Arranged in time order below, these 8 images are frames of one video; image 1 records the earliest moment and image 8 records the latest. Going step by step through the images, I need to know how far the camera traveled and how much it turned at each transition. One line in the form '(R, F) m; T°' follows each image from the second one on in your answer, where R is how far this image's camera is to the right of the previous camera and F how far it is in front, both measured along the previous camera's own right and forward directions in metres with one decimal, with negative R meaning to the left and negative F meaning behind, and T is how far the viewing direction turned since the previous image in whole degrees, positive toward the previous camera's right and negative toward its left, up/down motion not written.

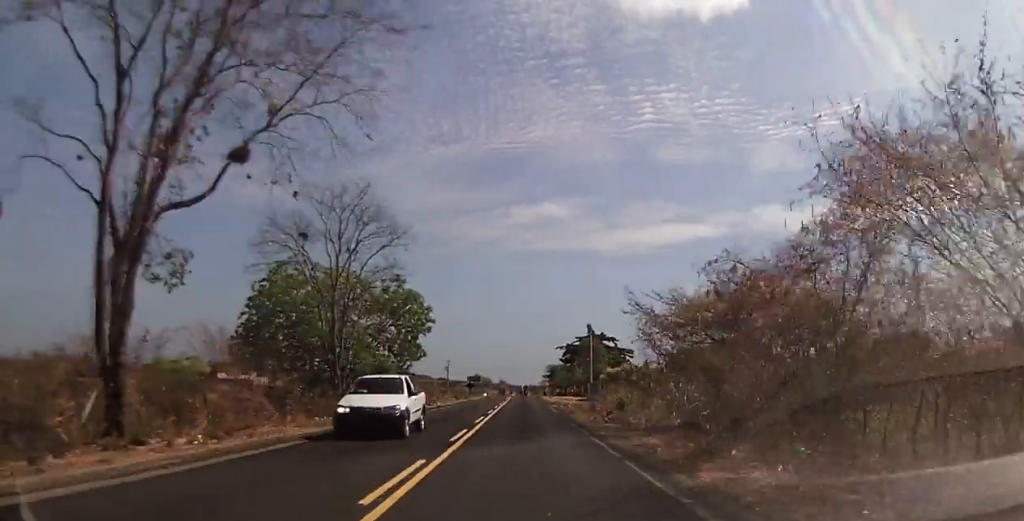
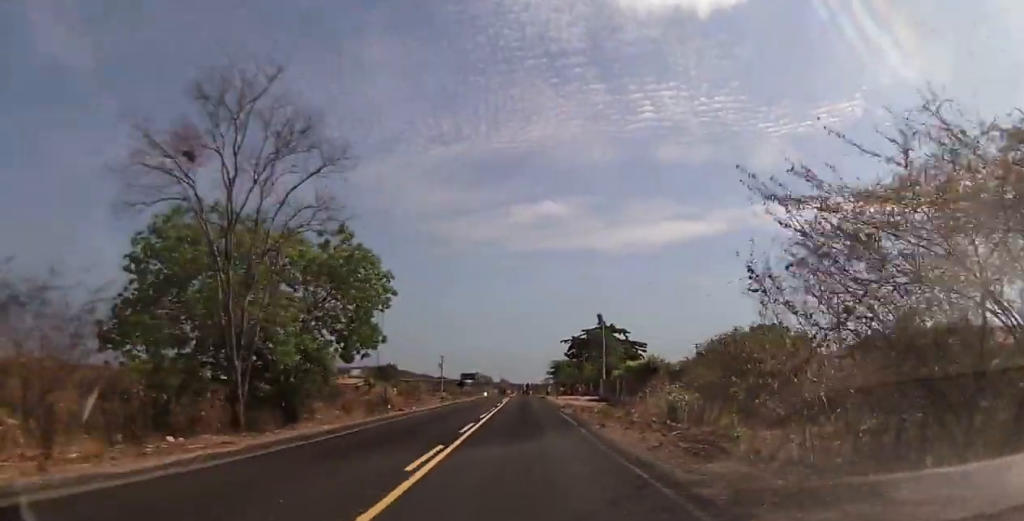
(0.0, +14.2) m; +1°
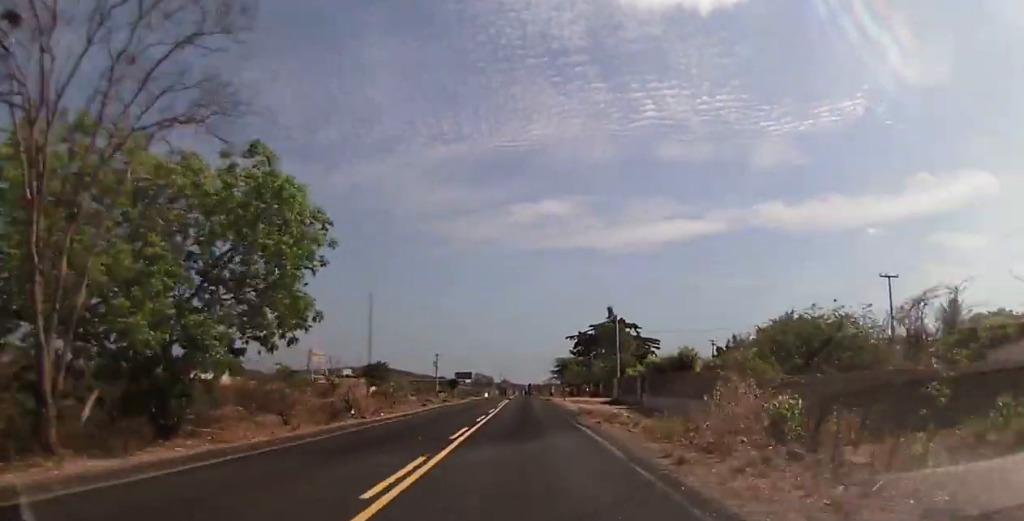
(+0.2, +11.6) m; 0°
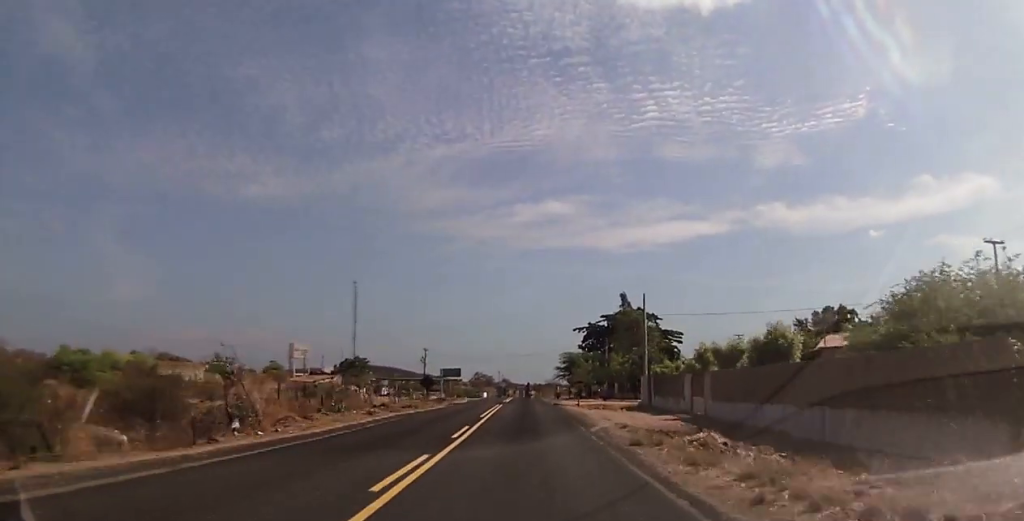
(0.0, +17.8) m; -1°
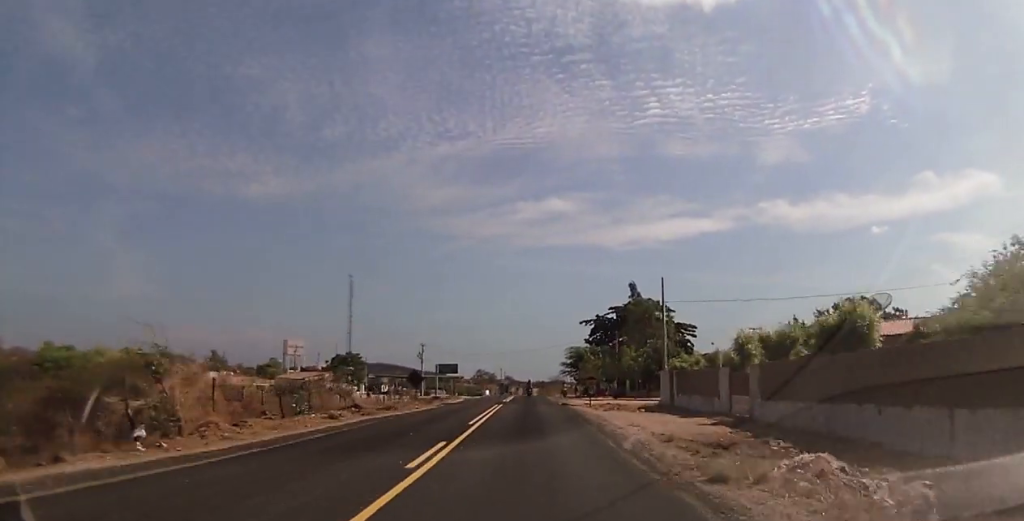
(0.0, +7.3) m; 0°
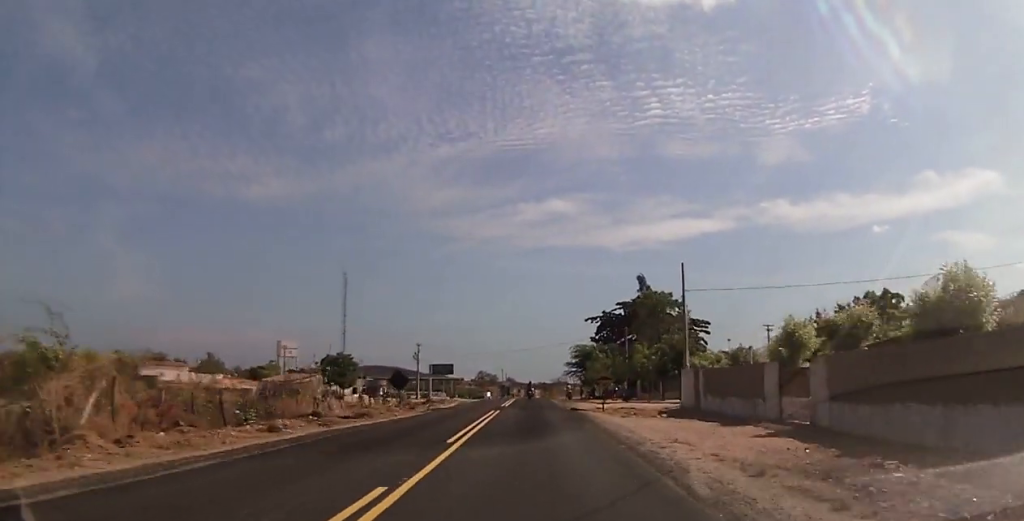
(0.0, +6.9) m; +1°
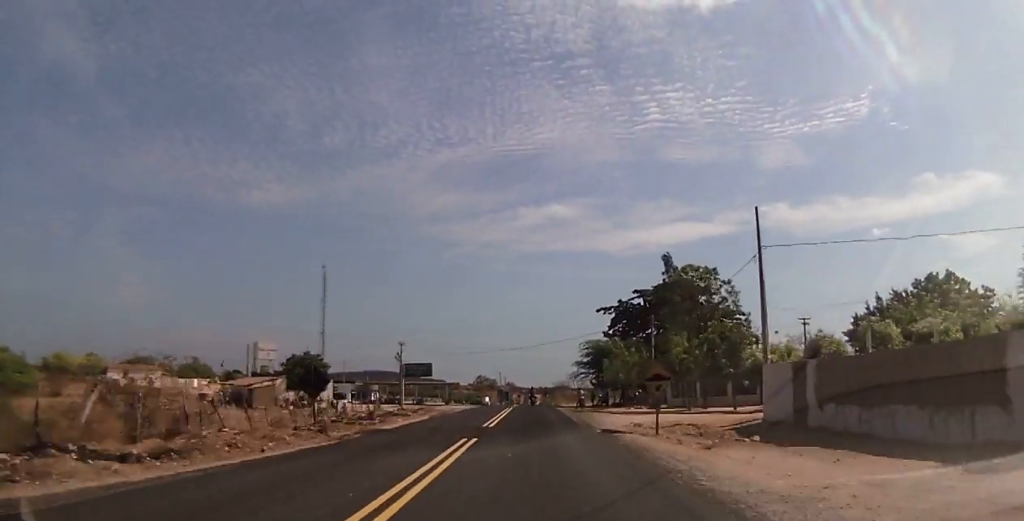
(+0.4, +17.6) m; +1°
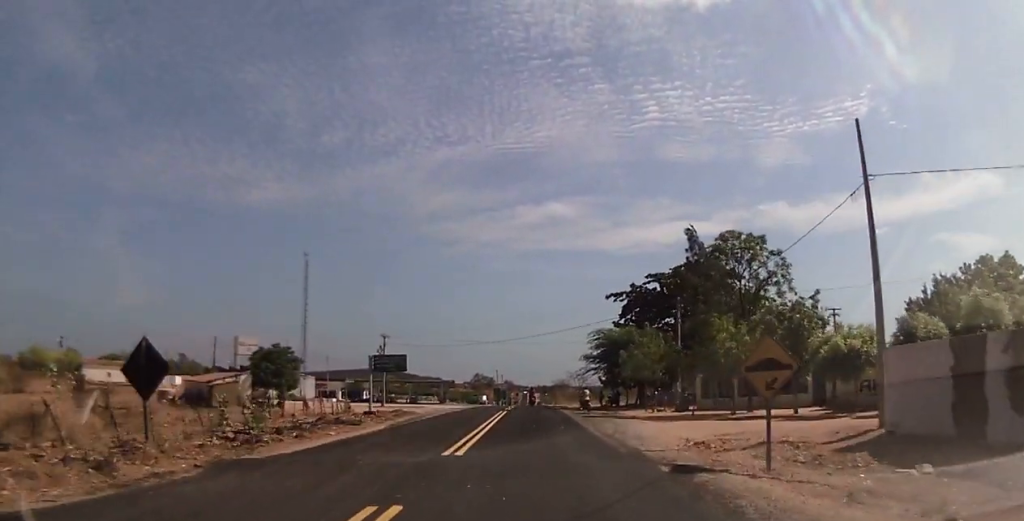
(-0.5, +12.5) m; -1°
